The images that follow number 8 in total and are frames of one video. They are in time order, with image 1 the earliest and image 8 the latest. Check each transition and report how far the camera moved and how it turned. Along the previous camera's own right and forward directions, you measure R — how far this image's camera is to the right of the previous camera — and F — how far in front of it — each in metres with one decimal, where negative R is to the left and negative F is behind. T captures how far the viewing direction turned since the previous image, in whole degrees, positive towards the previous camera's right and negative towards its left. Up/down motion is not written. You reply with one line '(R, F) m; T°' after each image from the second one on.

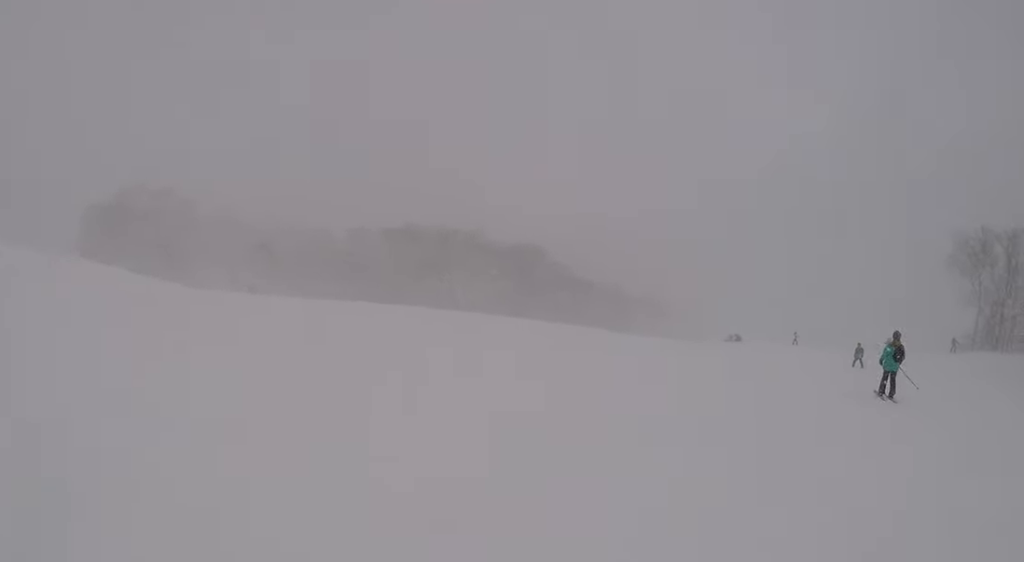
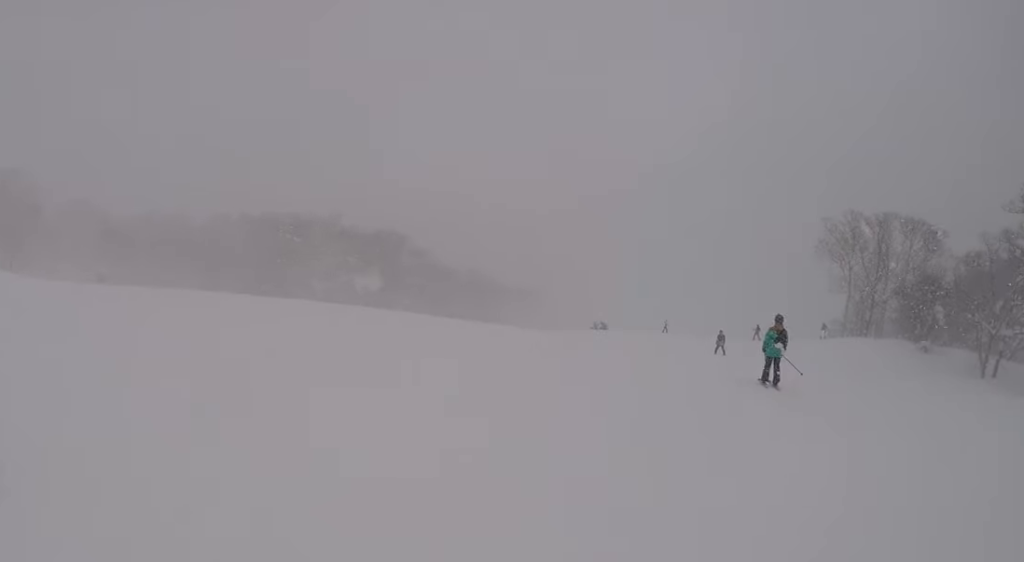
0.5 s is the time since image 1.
(+0.4, +3.0) m; 0°
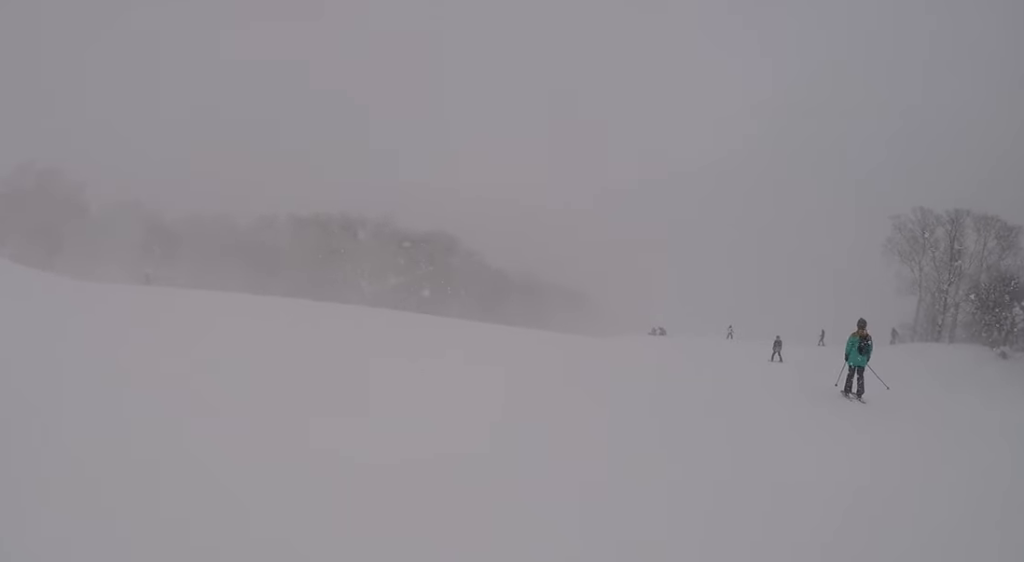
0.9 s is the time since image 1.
(-0.2, +2.7) m; 0°
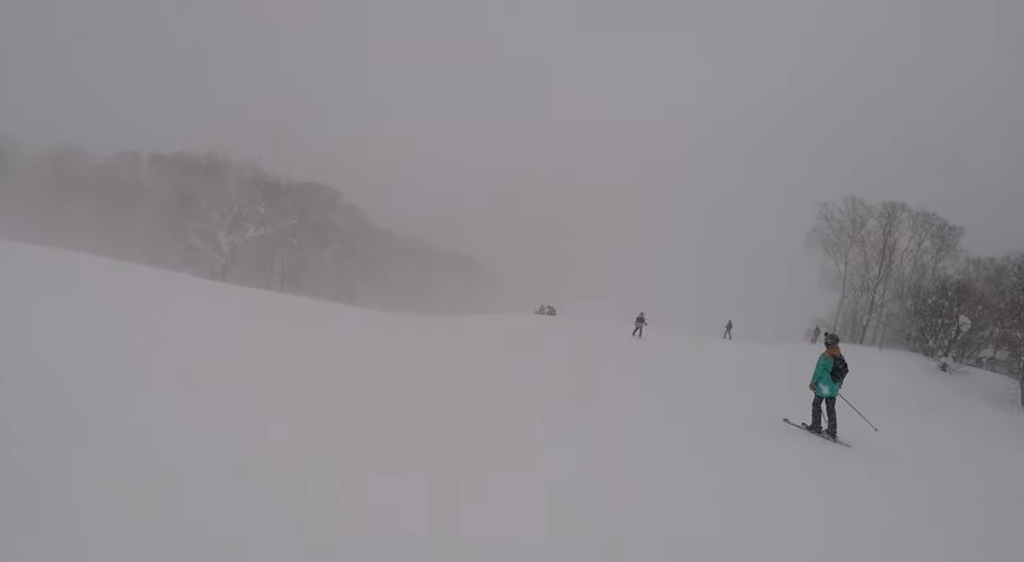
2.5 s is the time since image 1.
(+0.5, +10.5) m; +15°
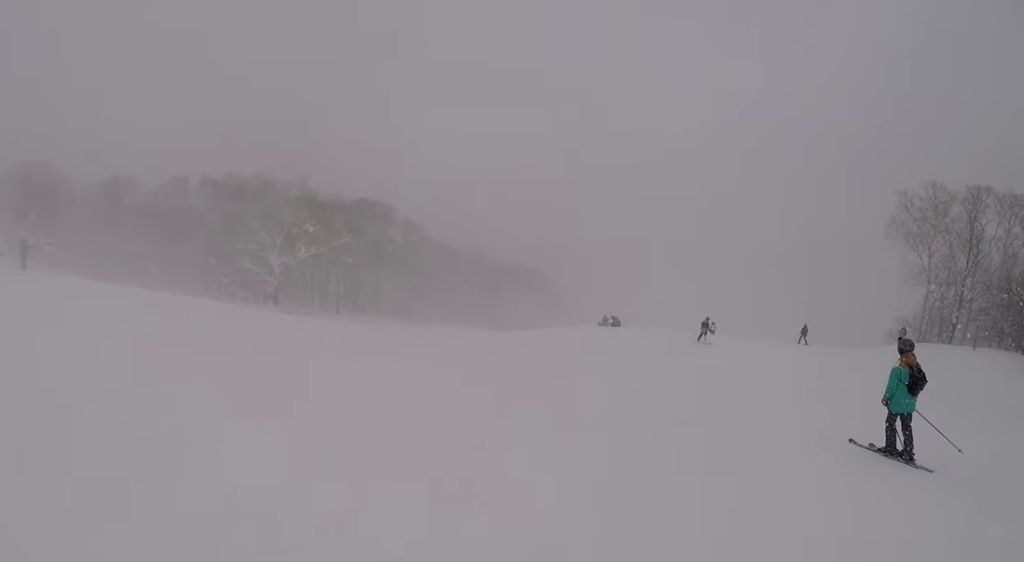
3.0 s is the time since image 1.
(+0.3, +3.0) m; -6°
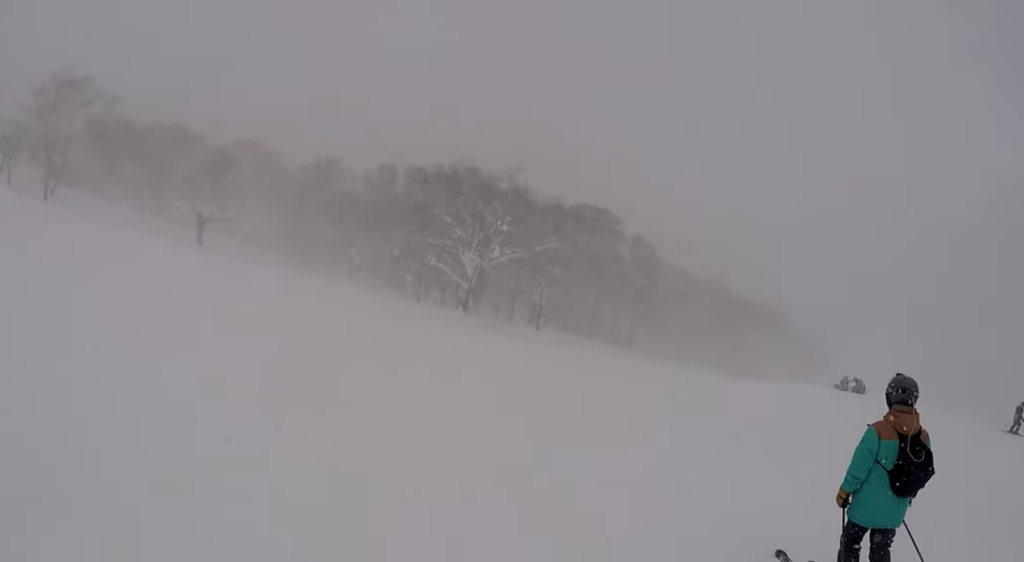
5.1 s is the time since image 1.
(-3.0, +10.6) m; -32°
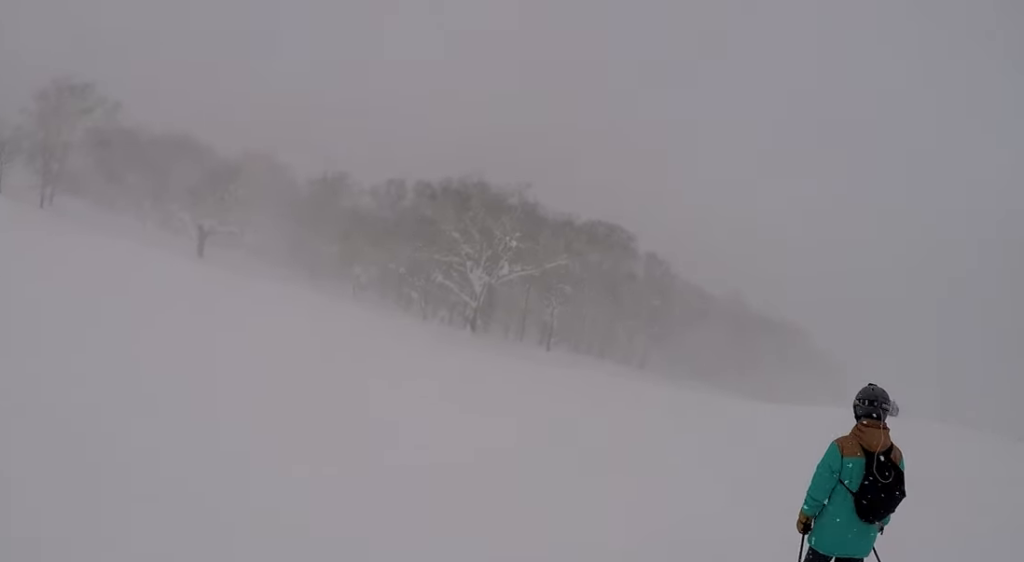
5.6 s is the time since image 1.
(+0.4, +2.6) m; -6°
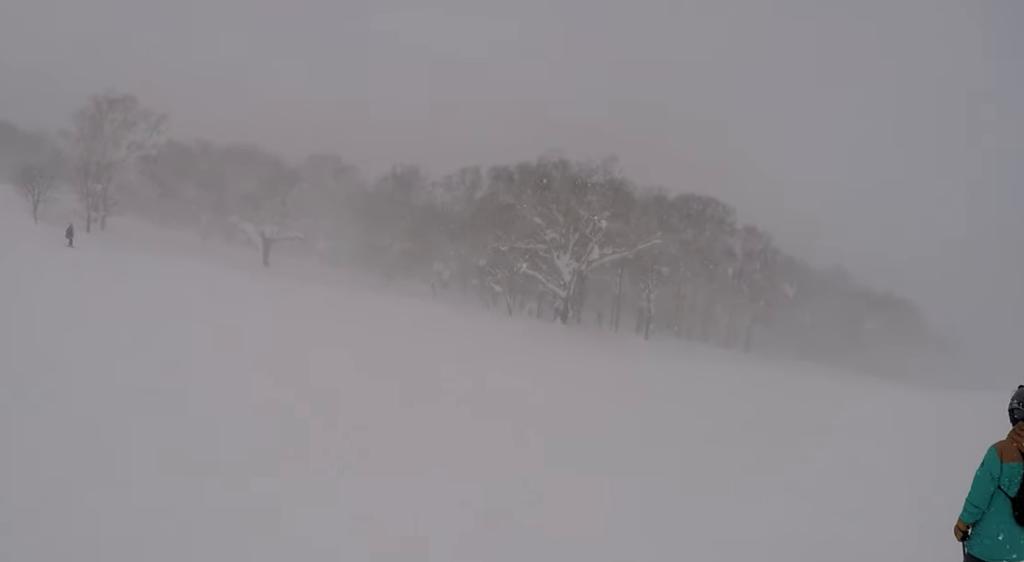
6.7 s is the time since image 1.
(-1.5, +5.6) m; -12°
